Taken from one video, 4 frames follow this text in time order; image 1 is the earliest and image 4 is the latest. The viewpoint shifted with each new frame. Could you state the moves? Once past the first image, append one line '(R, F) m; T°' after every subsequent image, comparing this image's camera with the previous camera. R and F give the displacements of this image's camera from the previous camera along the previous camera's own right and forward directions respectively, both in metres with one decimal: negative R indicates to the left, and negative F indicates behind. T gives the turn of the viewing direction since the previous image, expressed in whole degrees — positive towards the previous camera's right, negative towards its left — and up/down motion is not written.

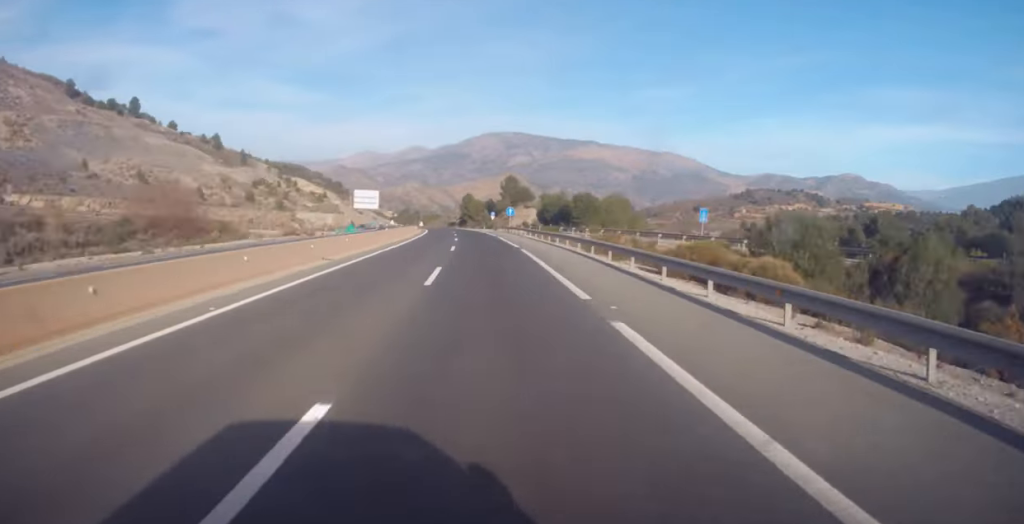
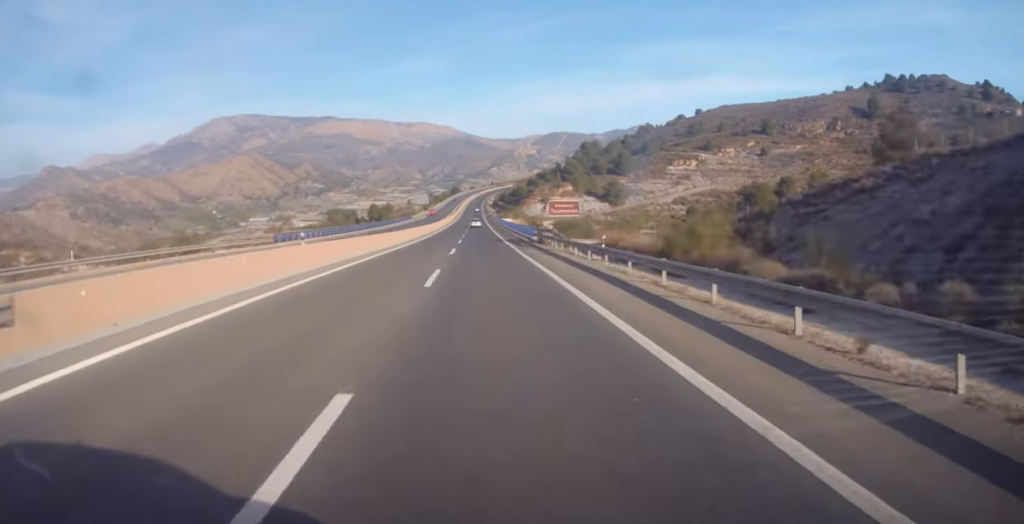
(+121.5, +849.1) m; +25°
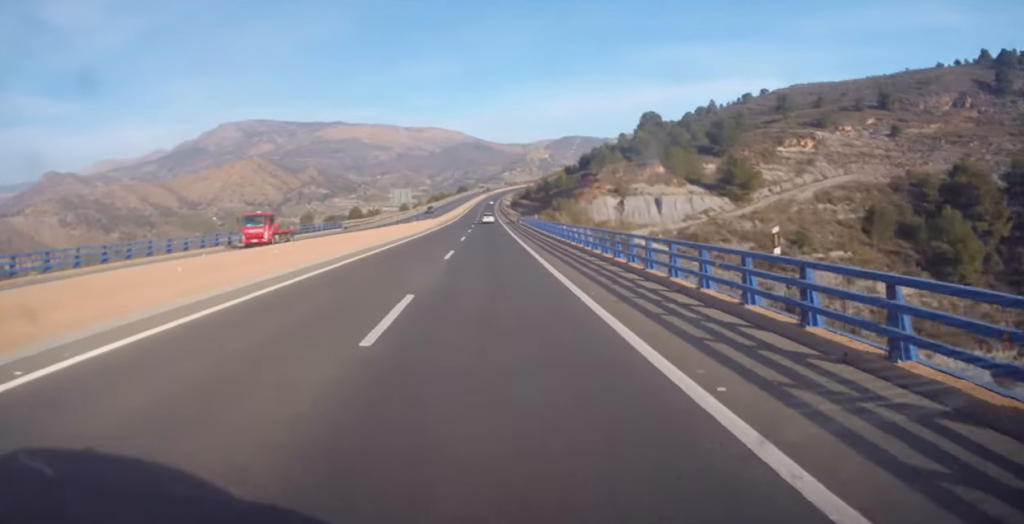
(+0.9, +104.8) m; +2°
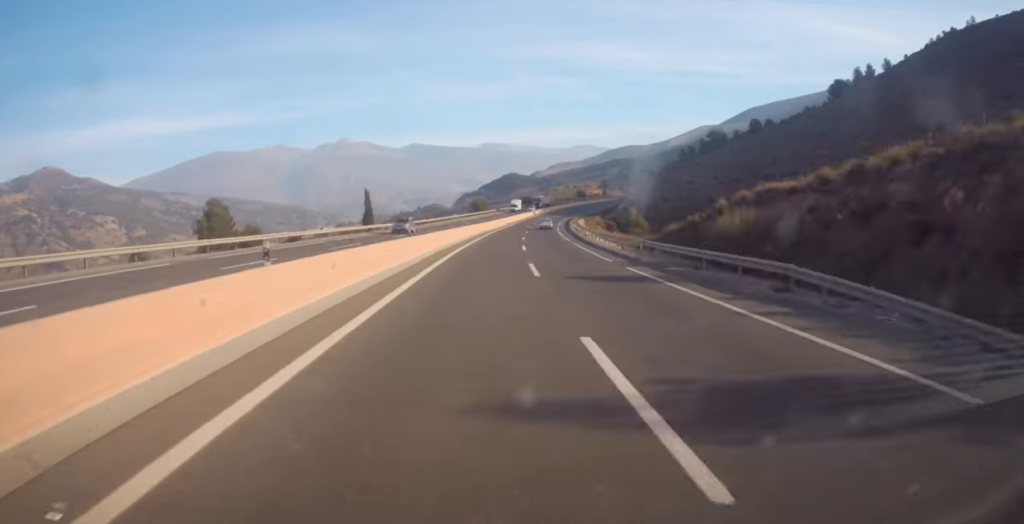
(+292.6, +694.2) m; +57°
